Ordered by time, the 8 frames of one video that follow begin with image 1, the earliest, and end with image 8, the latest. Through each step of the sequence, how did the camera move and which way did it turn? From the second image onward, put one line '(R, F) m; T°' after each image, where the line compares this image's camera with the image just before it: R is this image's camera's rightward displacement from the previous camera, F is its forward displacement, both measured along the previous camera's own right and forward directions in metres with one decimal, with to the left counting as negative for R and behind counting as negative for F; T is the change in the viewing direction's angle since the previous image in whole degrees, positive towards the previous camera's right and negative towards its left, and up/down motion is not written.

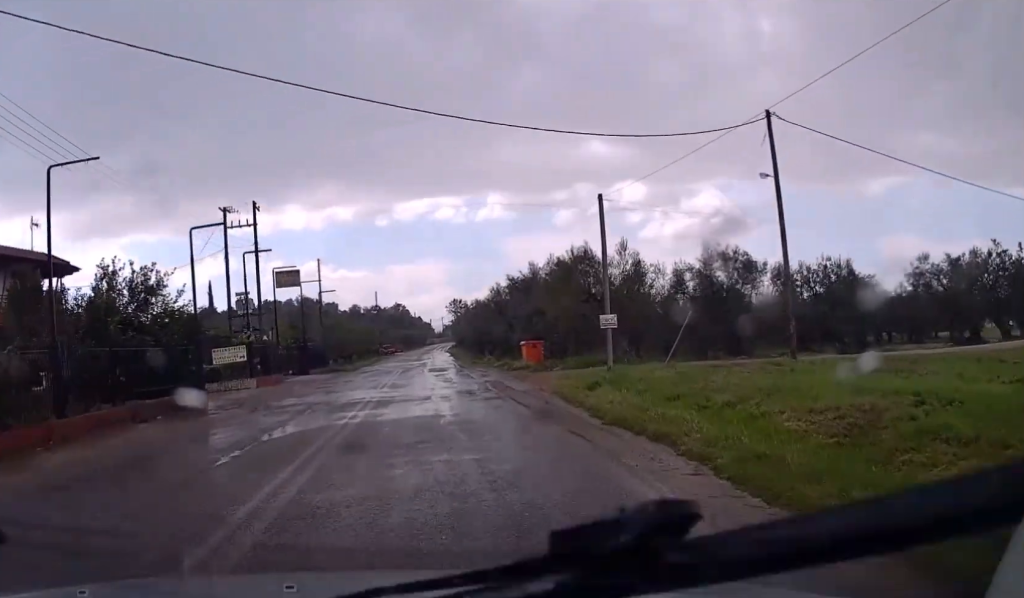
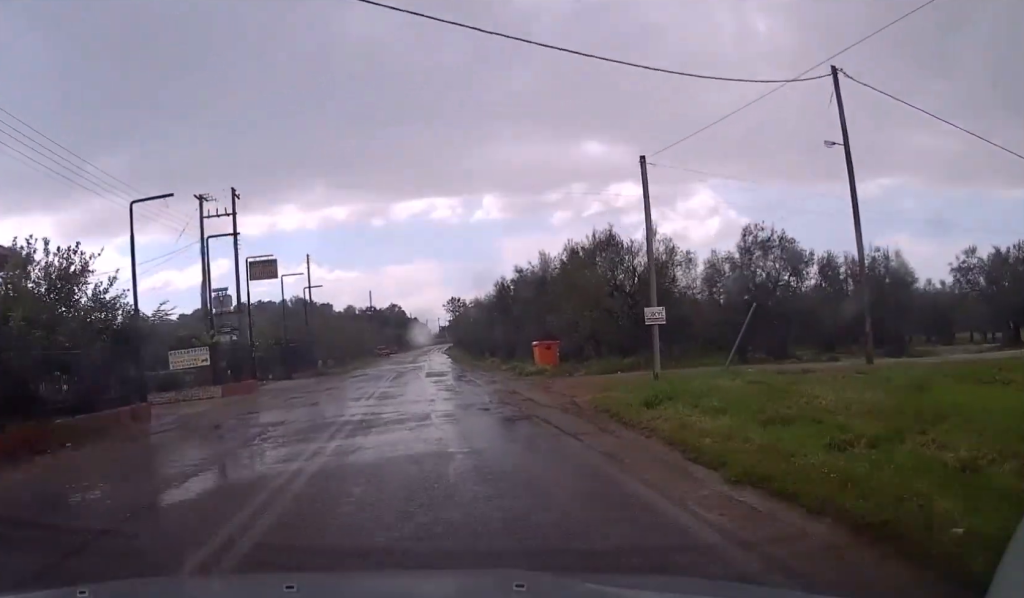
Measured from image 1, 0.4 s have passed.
(0.0, +5.2) m; 0°
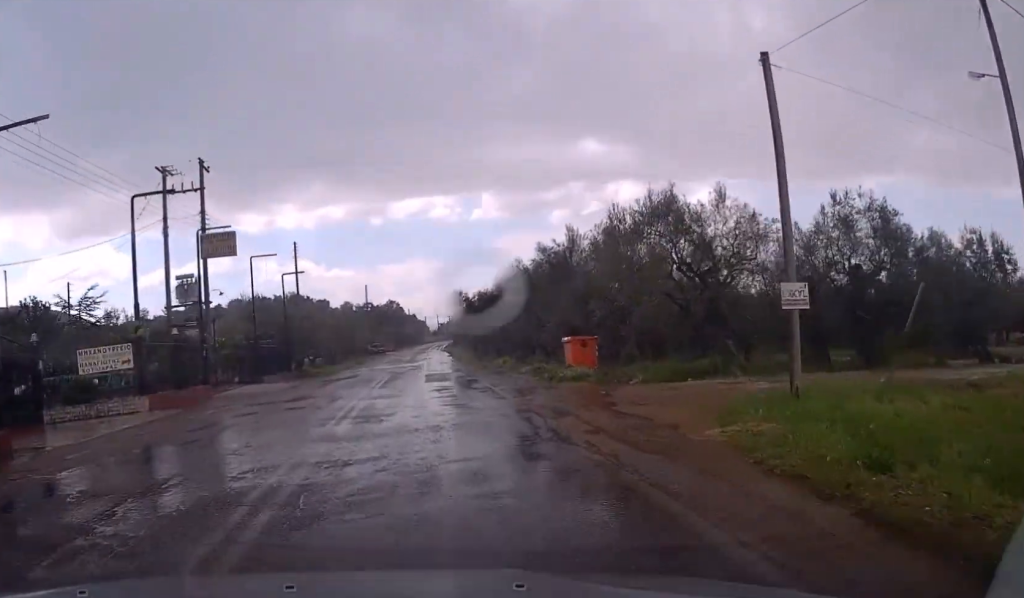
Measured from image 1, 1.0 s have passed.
(0.0, +7.4) m; 0°
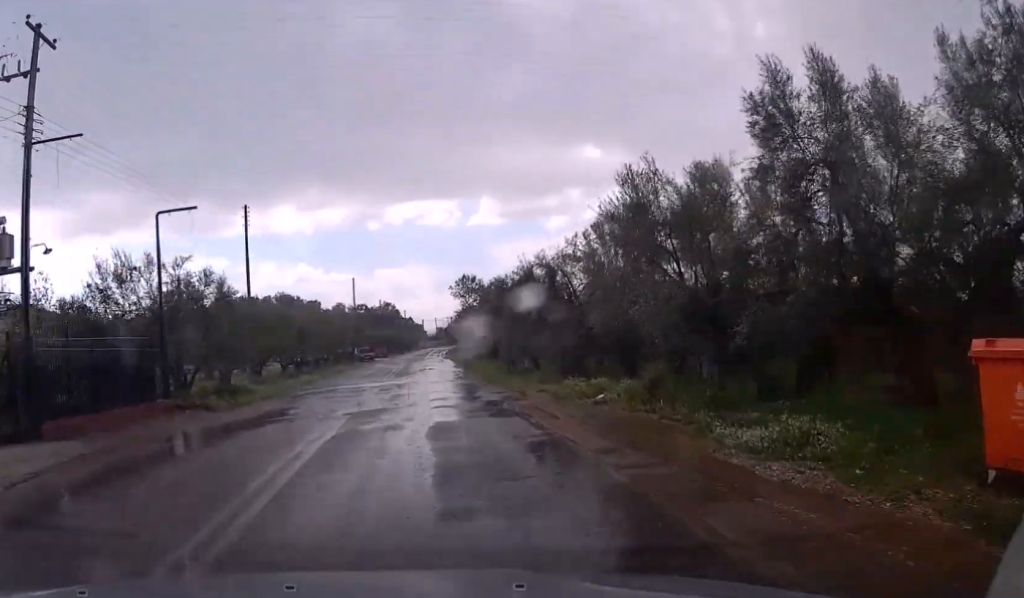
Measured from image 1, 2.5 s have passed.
(+0.3, +20.2) m; +1°
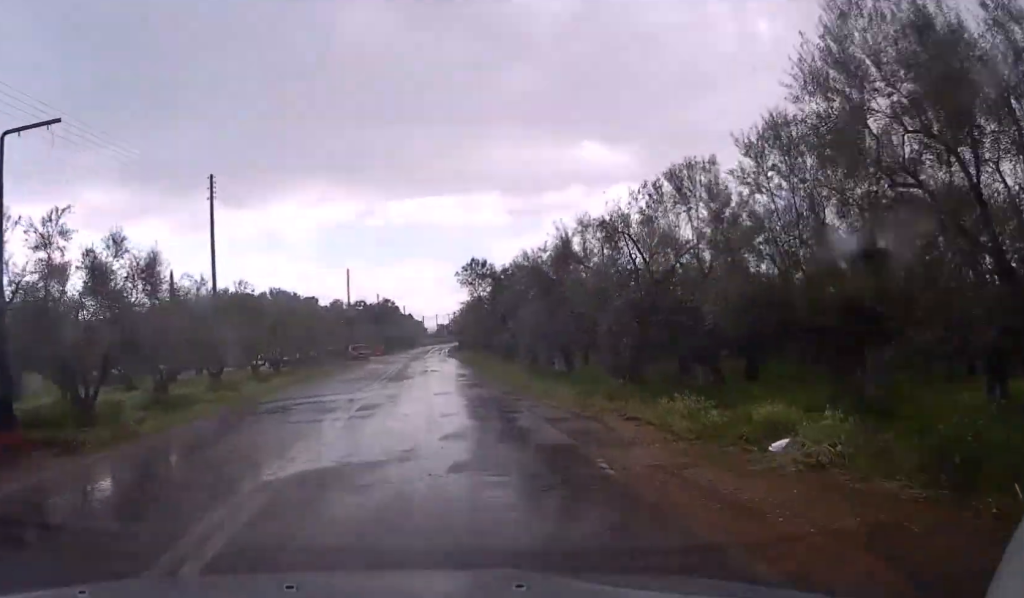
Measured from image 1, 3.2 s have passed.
(+0.1, +8.9) m; 0°
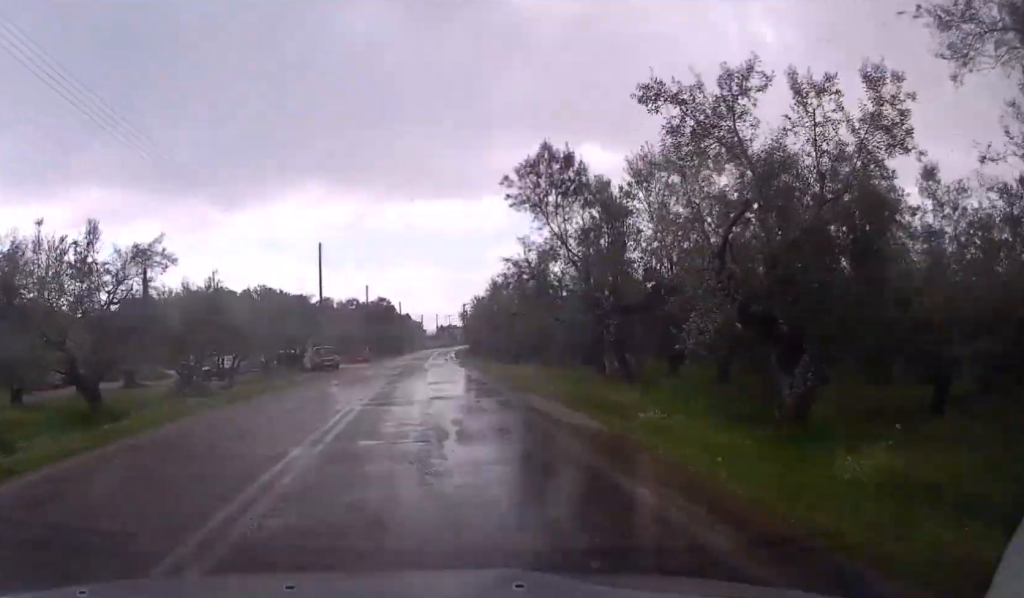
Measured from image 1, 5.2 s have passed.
(-0.3, +27.5) m; -1°
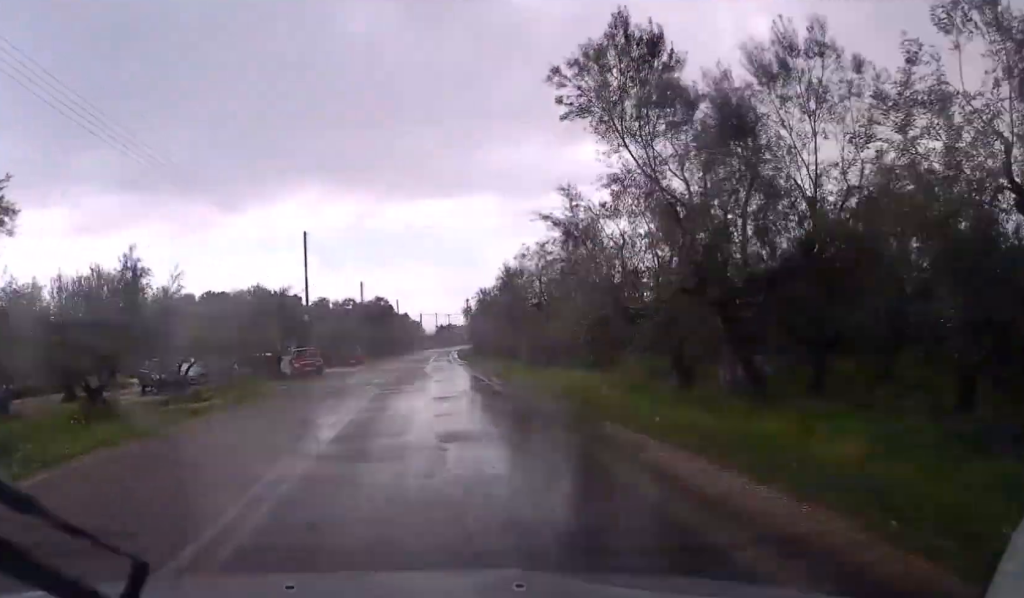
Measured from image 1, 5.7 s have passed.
(-0.1, +8.0) m; 0°
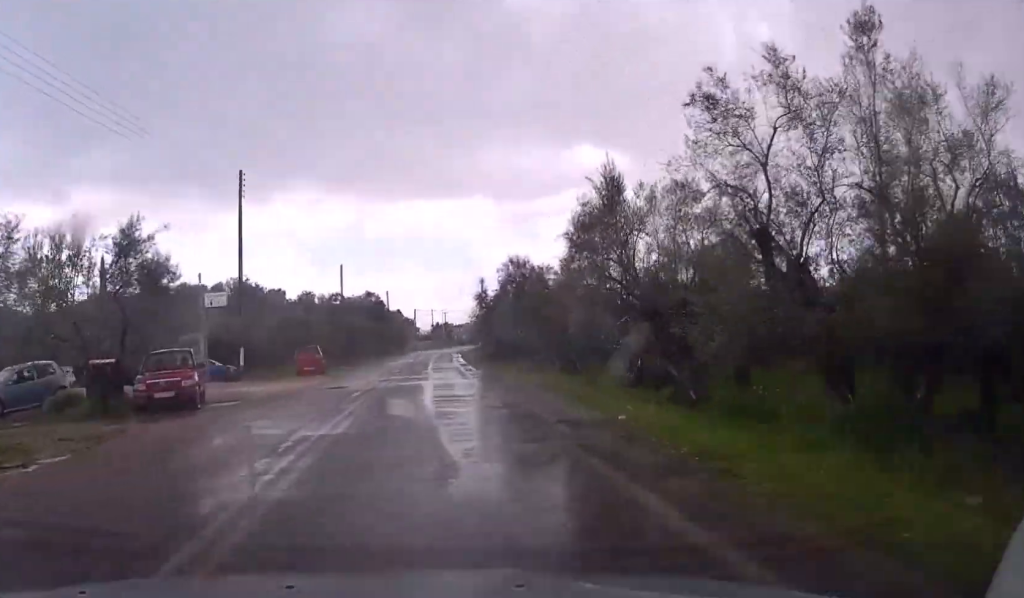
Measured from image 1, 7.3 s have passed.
(0.0, +22.6) m; +1°
